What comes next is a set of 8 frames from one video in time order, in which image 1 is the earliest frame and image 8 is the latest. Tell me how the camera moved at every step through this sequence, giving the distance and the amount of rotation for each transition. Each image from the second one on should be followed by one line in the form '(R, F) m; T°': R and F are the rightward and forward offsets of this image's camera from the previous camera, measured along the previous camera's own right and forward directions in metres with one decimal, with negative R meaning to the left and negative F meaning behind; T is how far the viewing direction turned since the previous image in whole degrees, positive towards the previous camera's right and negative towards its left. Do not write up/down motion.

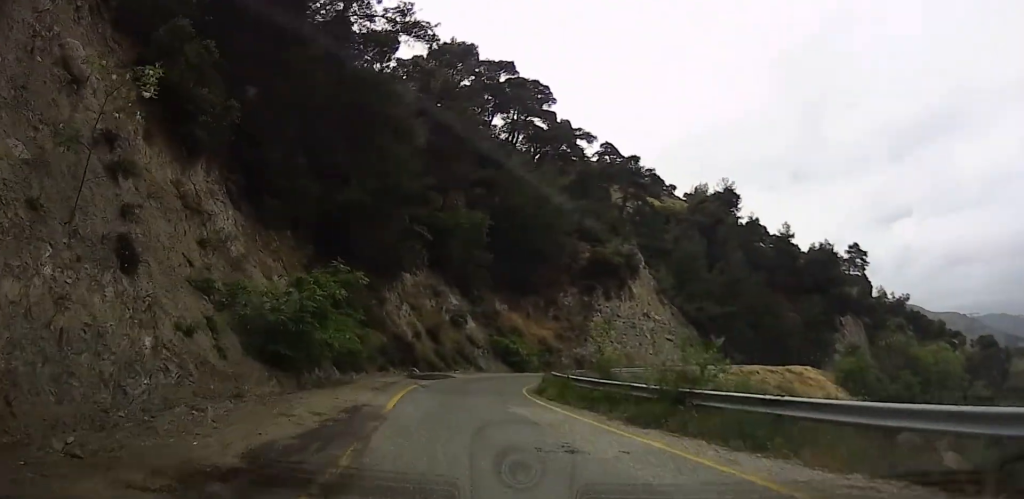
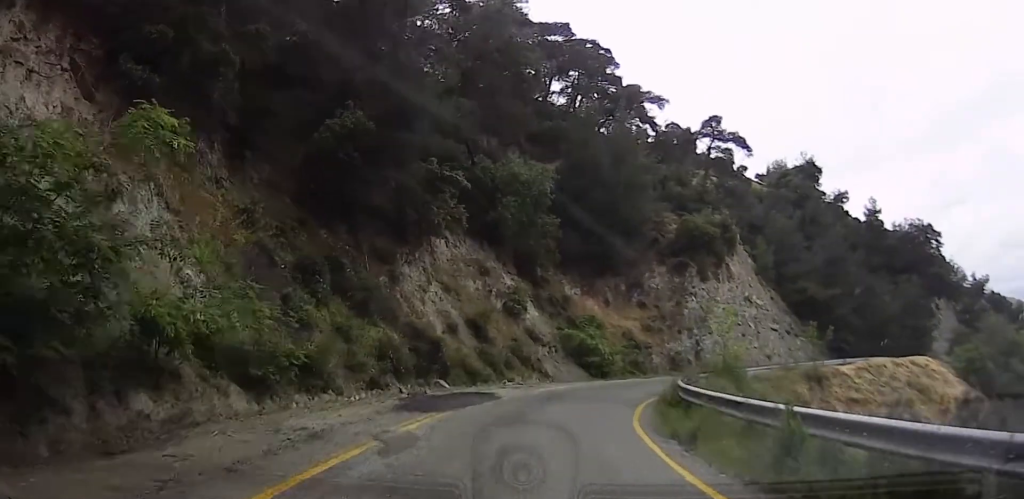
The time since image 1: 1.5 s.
(0.0, +12.8) m; -1°
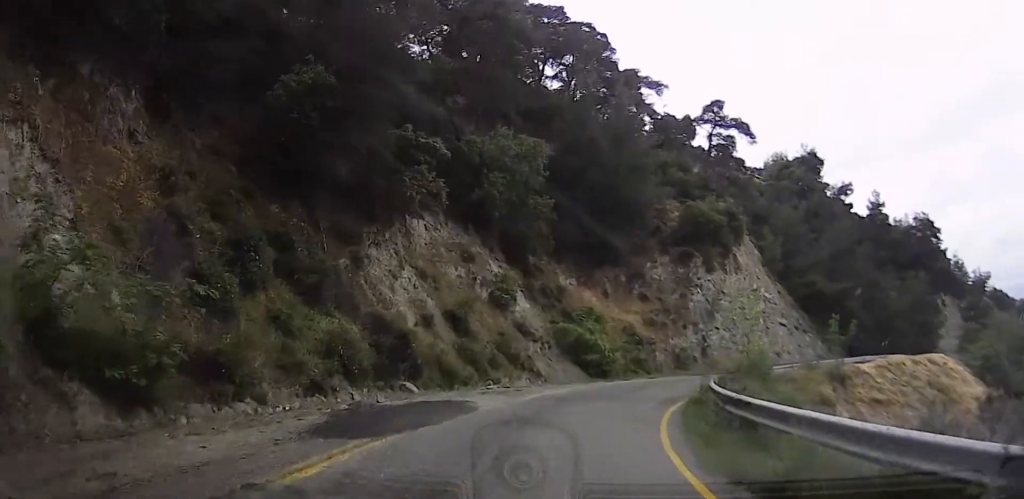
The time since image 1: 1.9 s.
(+0.1, +4.1) m; -1°
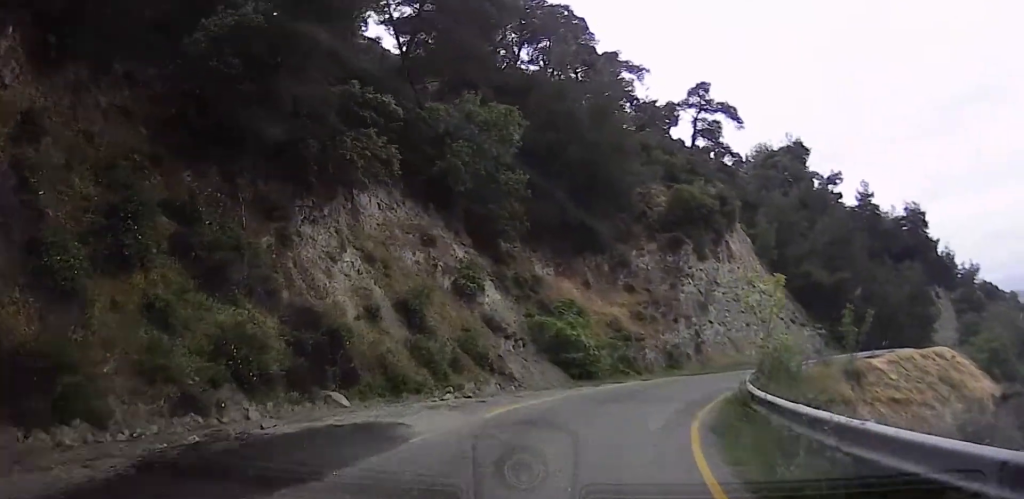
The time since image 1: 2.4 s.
(-0.2, +4.2) m; 0°
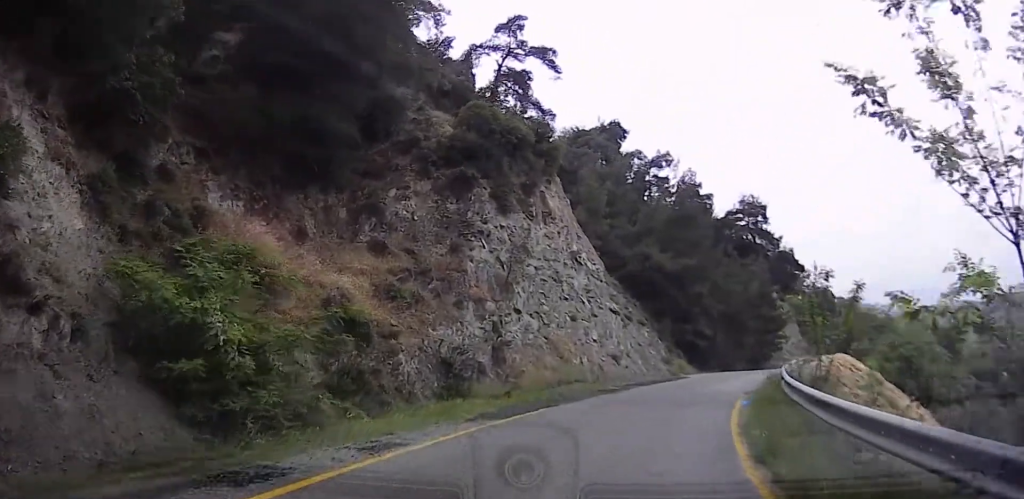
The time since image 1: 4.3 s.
(+2.0, +15.4) m; +24°
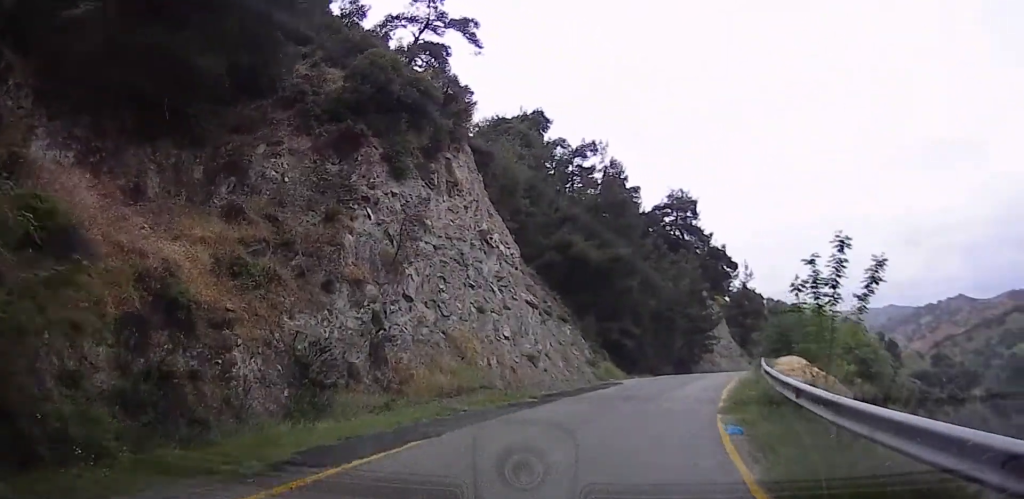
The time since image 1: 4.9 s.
(+0.6, +4.9) m; +11°
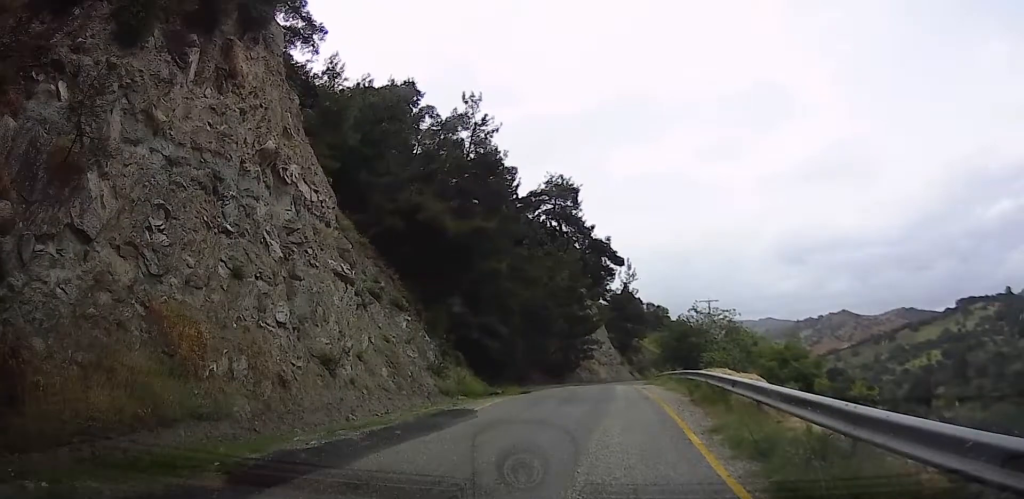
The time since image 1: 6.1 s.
(+1.0, +9.9) m; +12°
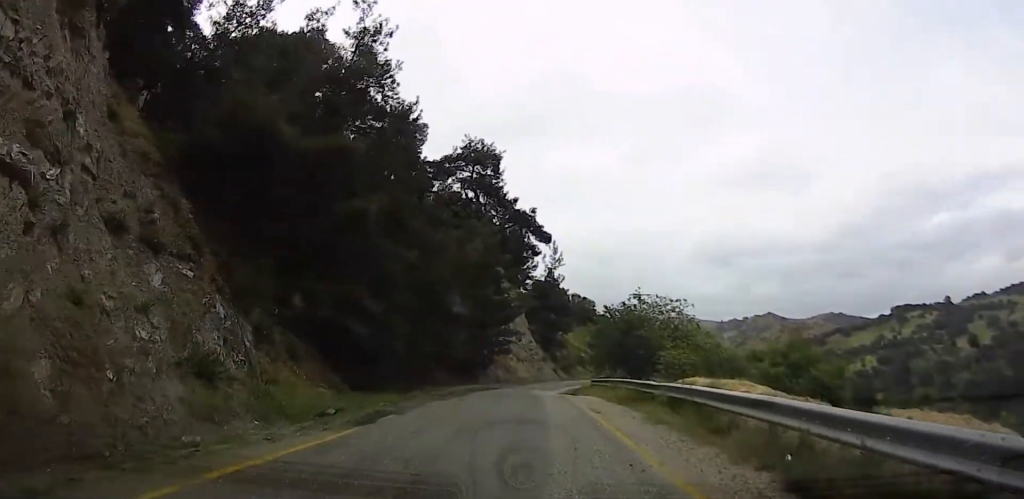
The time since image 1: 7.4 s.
(+1.1, +11.3) m; +6°
